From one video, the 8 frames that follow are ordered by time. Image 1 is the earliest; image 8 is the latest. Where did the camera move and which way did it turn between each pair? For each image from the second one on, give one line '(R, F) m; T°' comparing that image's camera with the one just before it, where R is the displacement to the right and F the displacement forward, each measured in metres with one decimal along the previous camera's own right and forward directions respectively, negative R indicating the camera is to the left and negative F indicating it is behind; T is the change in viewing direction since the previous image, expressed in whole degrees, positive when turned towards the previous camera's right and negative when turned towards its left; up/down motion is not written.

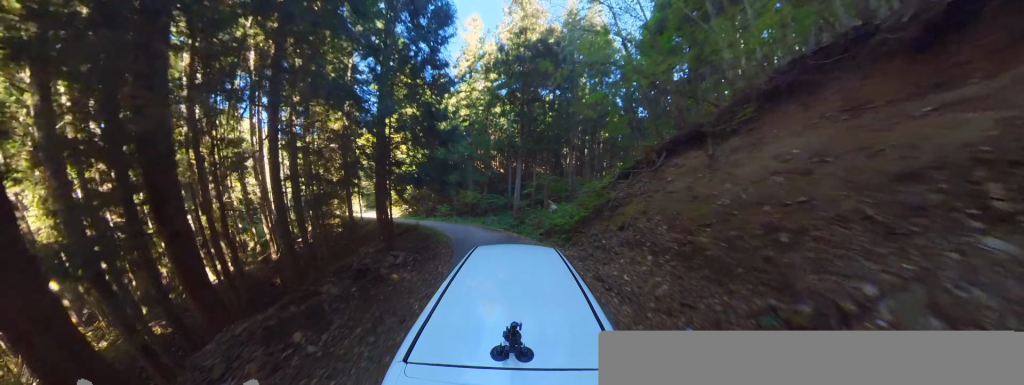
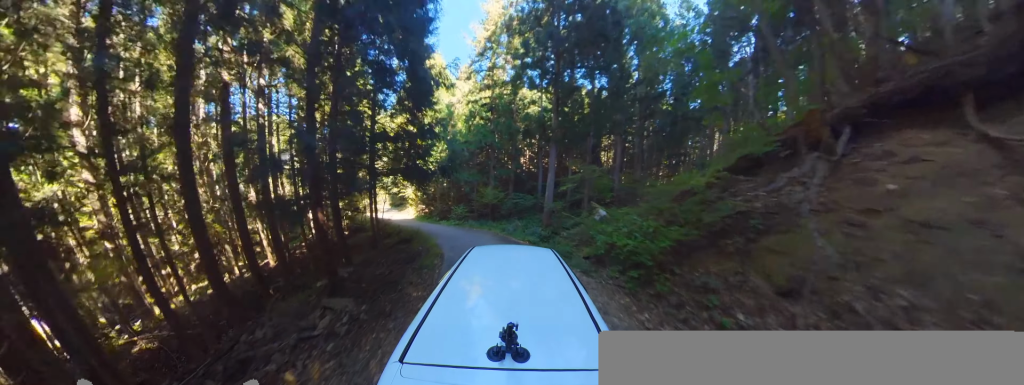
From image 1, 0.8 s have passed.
(-1.2, +4.2) m; -19°
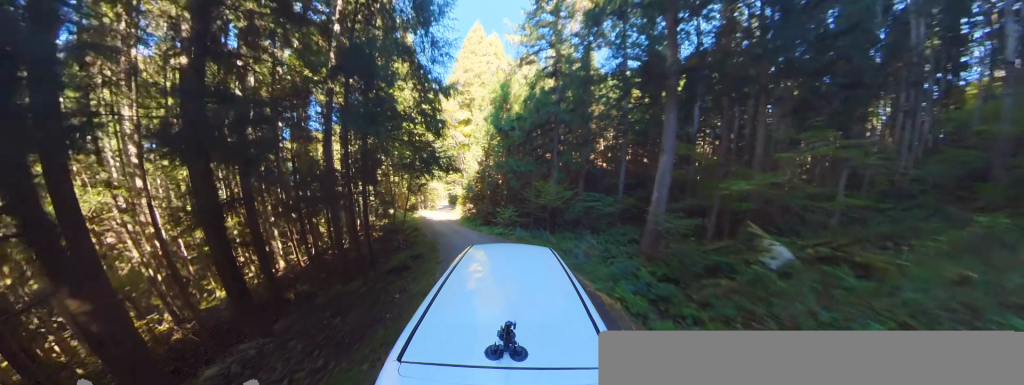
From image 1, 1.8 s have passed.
(-0.9, +5.4) m; -5°
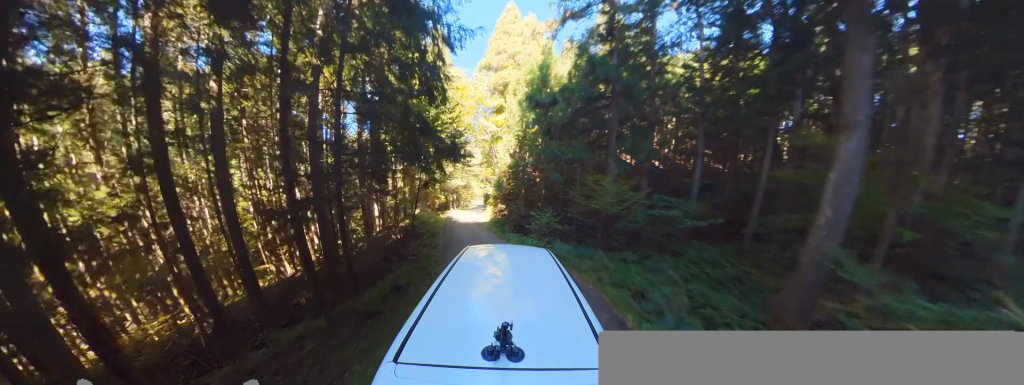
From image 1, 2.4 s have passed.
(+0.1, +3.3) m; +6°
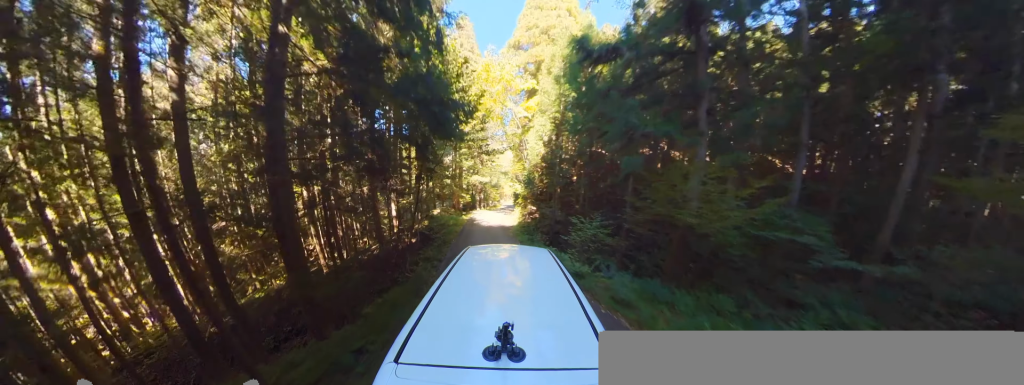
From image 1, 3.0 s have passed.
(0.0, +3.1) m; +8°
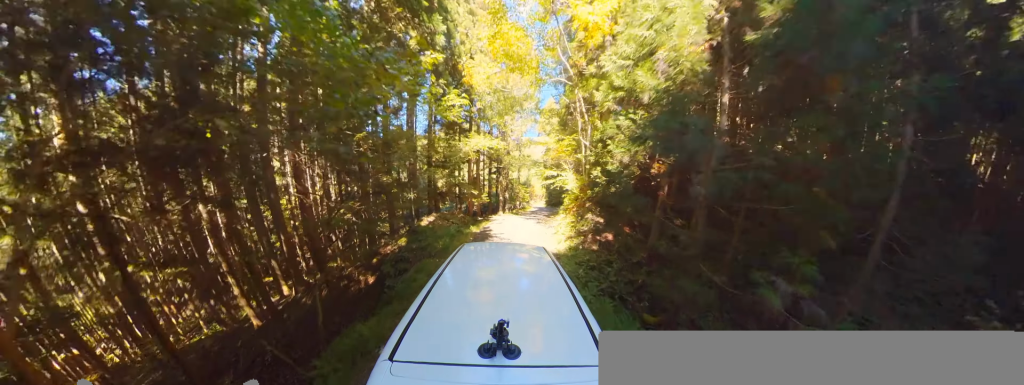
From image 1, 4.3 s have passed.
(+1.1, +8.0) m; +12°
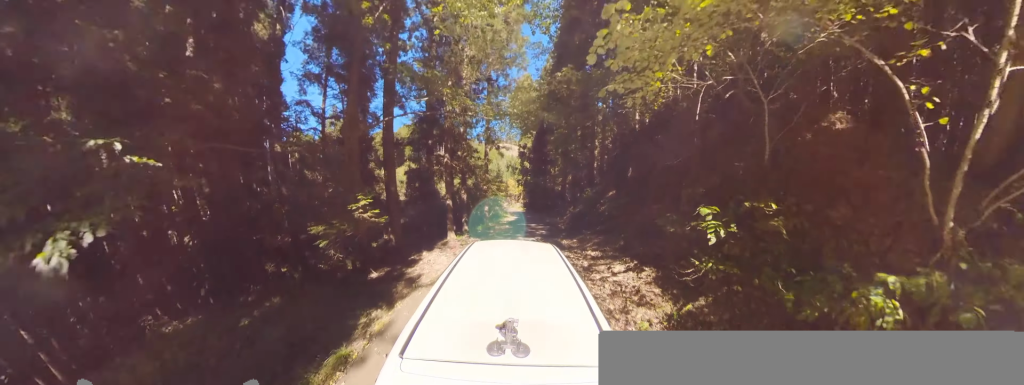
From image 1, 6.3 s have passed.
(+1.8, +11.1) m; +10°
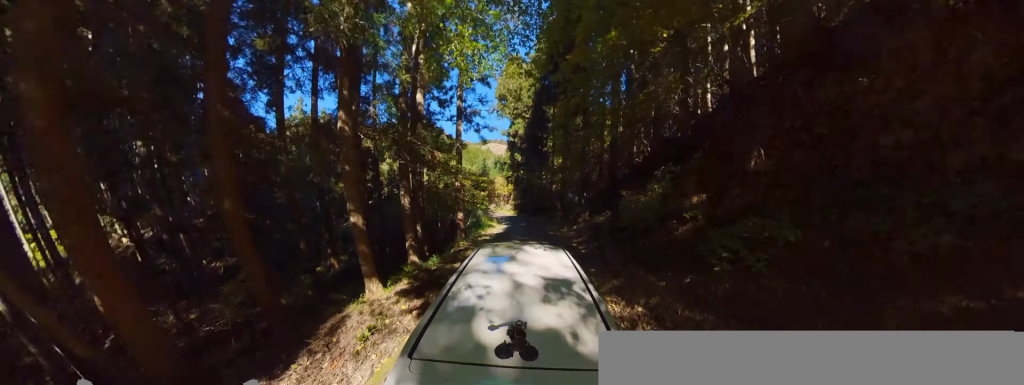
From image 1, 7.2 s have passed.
(-0.4, +5.8) m; -18°
